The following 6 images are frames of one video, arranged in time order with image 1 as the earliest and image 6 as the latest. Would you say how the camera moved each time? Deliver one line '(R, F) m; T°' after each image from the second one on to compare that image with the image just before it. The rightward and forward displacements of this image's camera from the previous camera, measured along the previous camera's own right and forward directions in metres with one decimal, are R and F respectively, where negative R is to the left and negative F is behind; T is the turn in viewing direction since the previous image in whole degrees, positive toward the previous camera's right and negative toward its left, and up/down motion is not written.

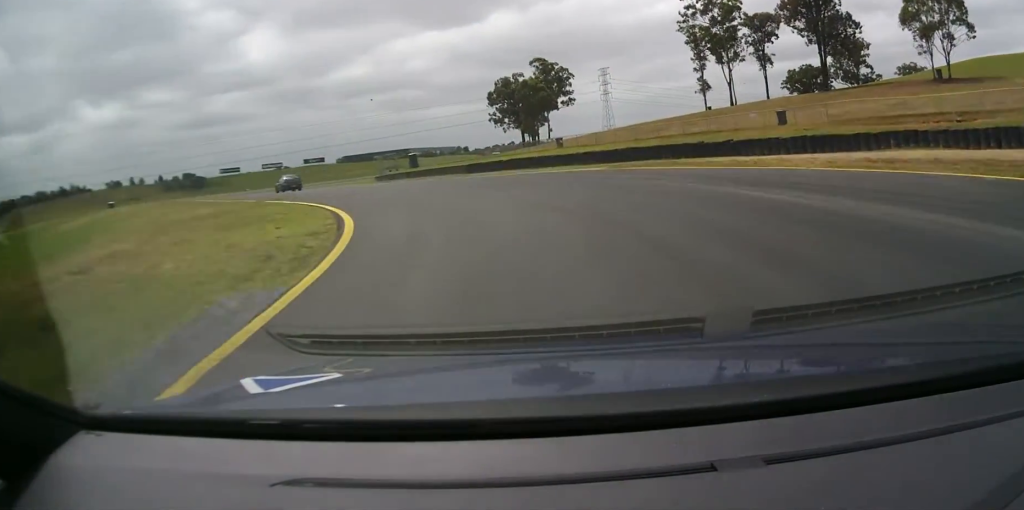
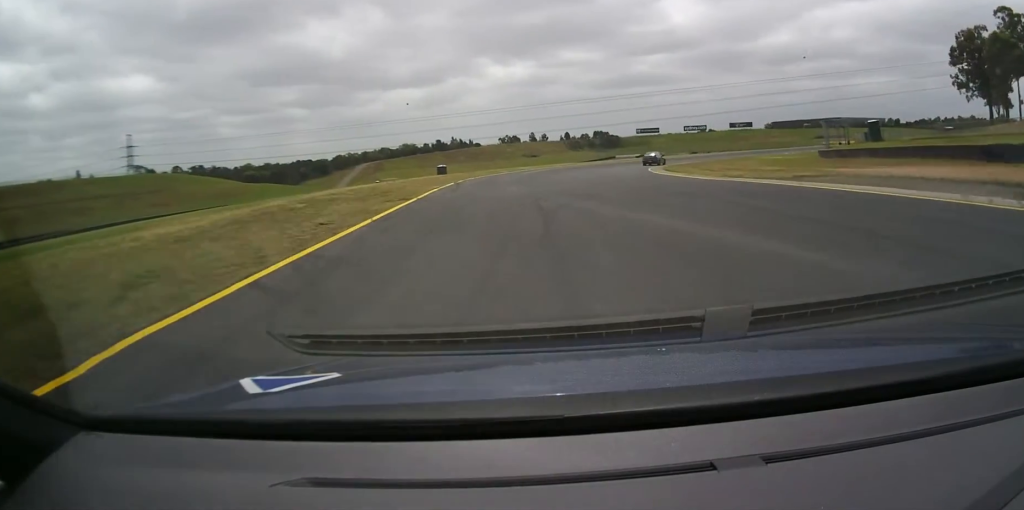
(-14.1, +31.4) m; -38°
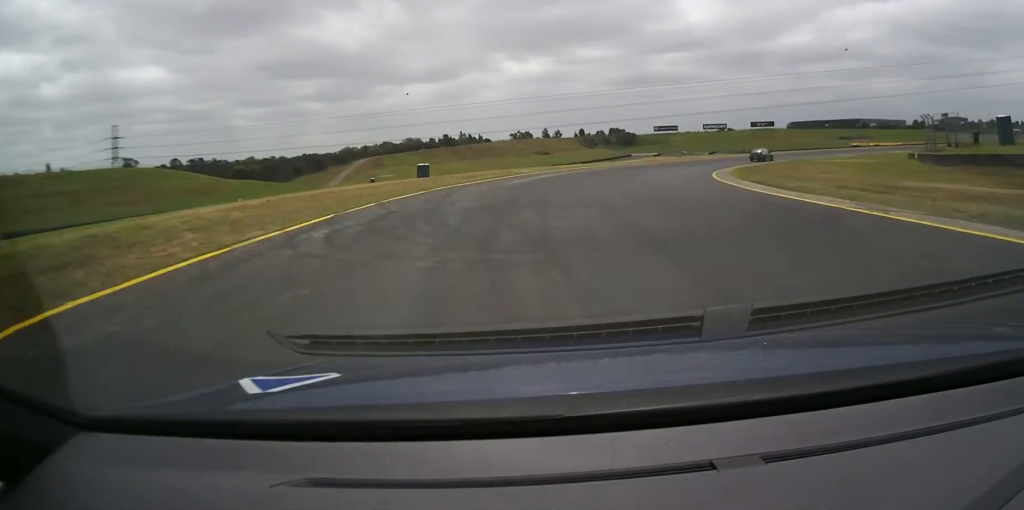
(-1.6, +22.0) m; -3°
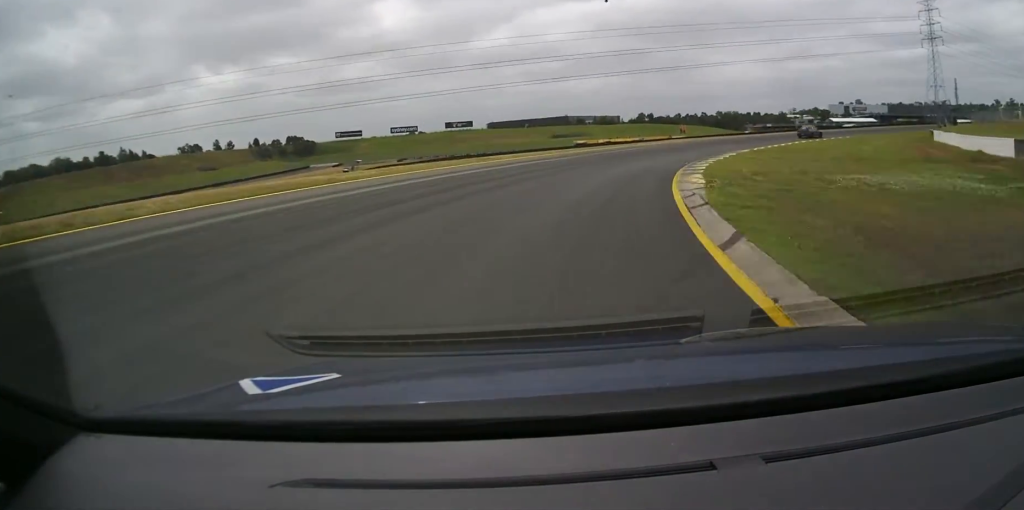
(+10.9, +67.4) m; +27°
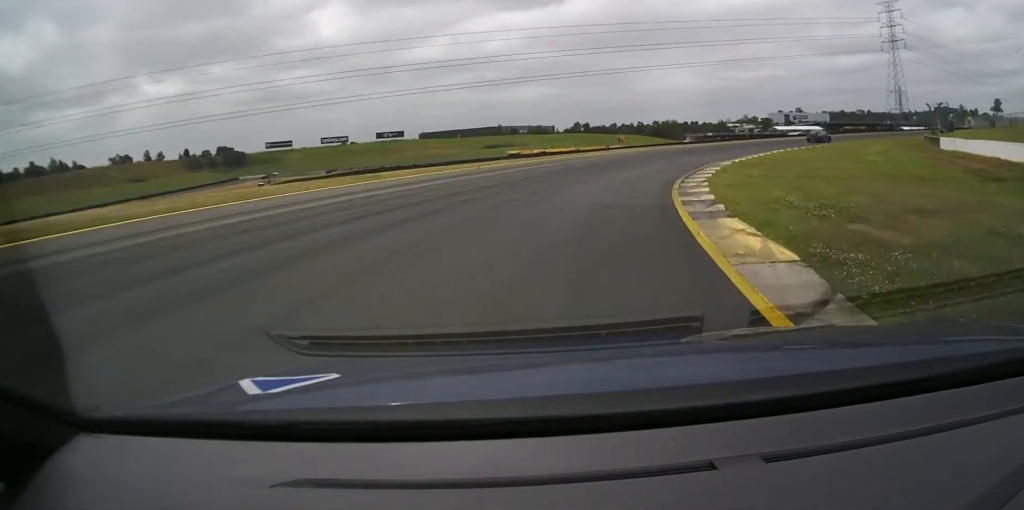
(-0.9, +13.3) m; +8°
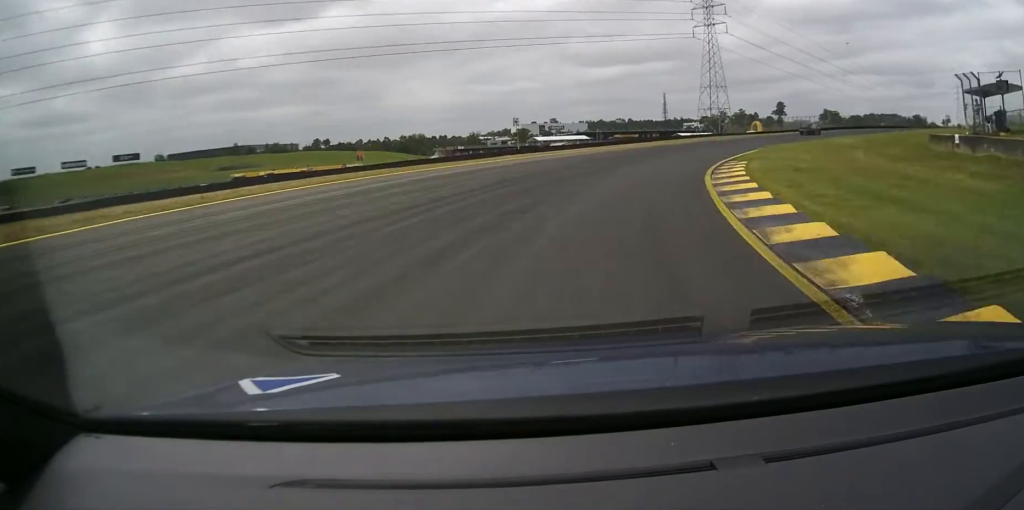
(+9.7, +41.9) m; +19°
